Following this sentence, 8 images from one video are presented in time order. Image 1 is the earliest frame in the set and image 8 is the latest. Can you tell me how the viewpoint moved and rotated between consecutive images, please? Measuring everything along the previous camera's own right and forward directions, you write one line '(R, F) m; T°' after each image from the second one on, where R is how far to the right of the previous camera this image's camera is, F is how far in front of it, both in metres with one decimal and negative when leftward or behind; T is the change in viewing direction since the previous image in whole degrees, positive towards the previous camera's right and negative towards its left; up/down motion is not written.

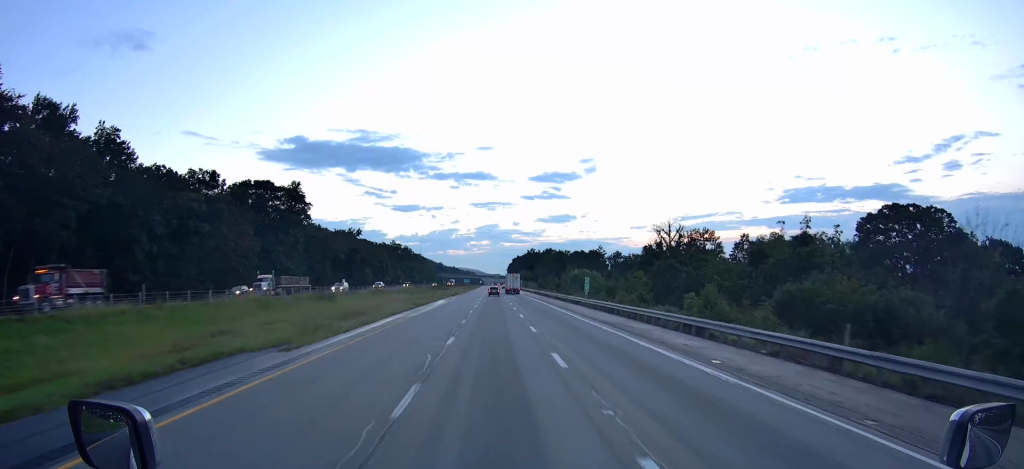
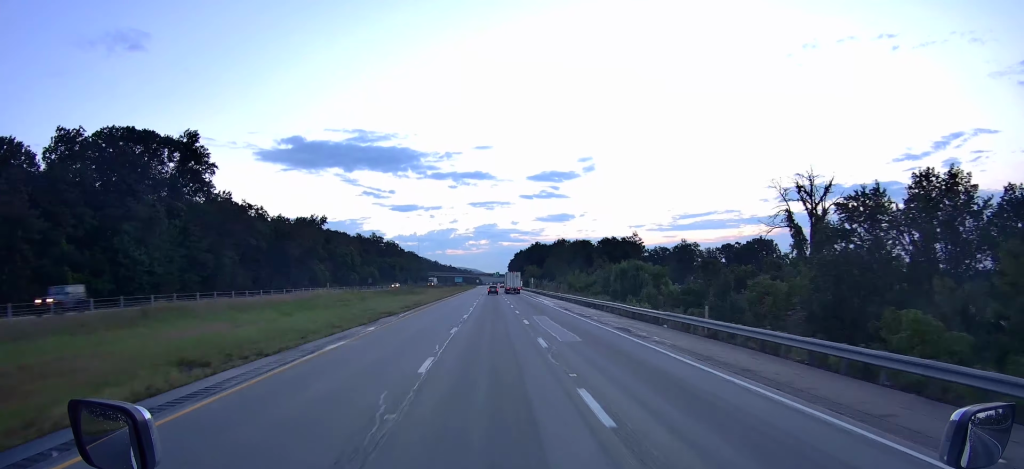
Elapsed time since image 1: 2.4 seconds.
(0.0, +68.7) m; 0°
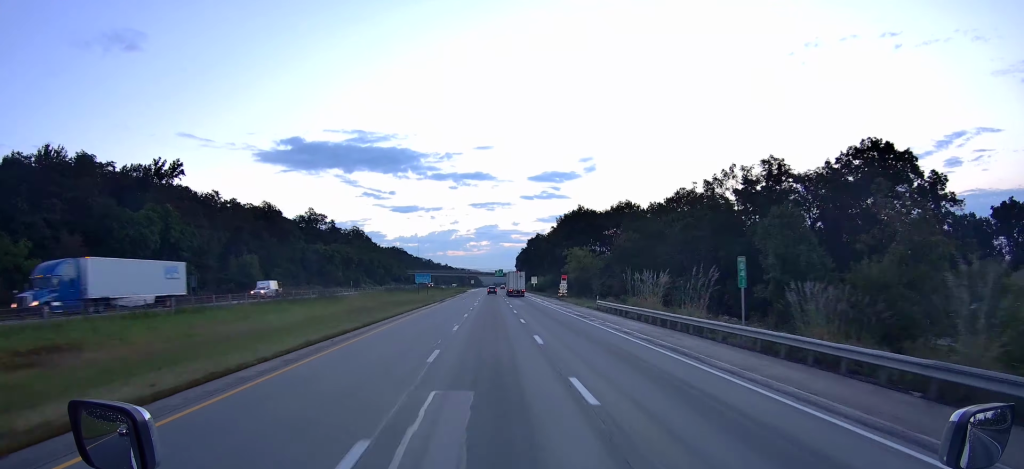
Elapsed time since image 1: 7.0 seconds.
(+0.2, +131.6) m; 0°
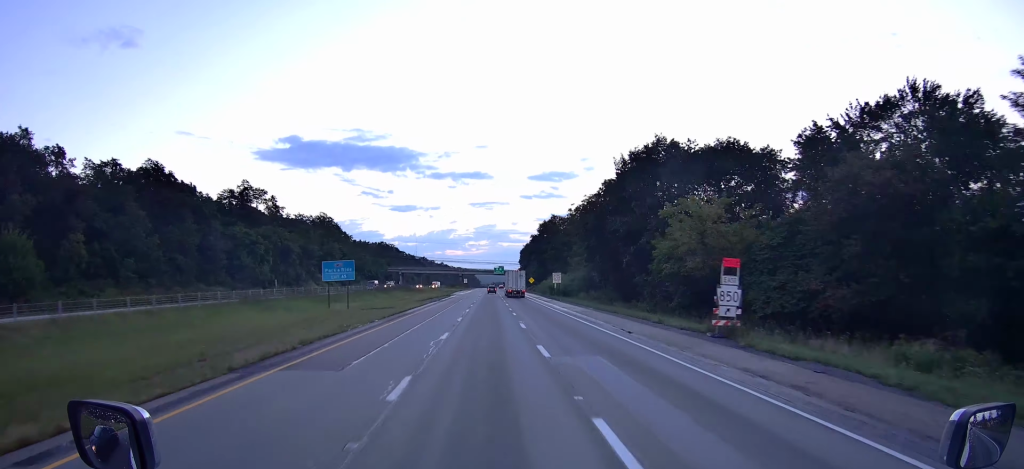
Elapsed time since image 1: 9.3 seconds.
(+0.2, +65.7) m; 0°
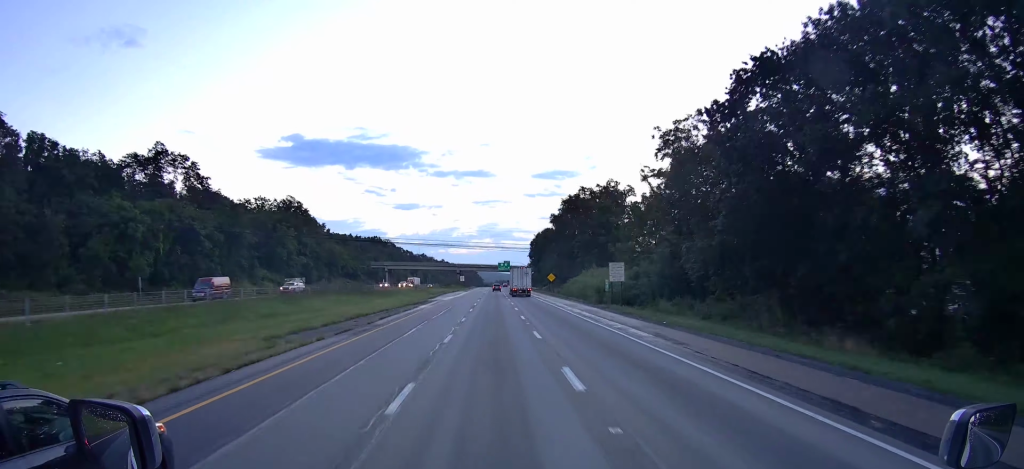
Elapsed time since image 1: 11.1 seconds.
(0.0, +51.4) m; 0°
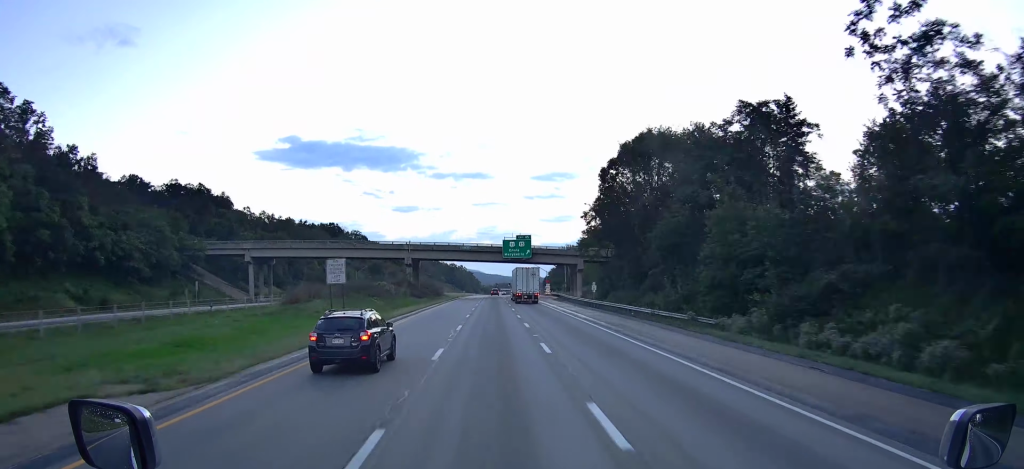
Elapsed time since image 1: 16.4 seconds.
(-1.0, +151.6) m; 0°
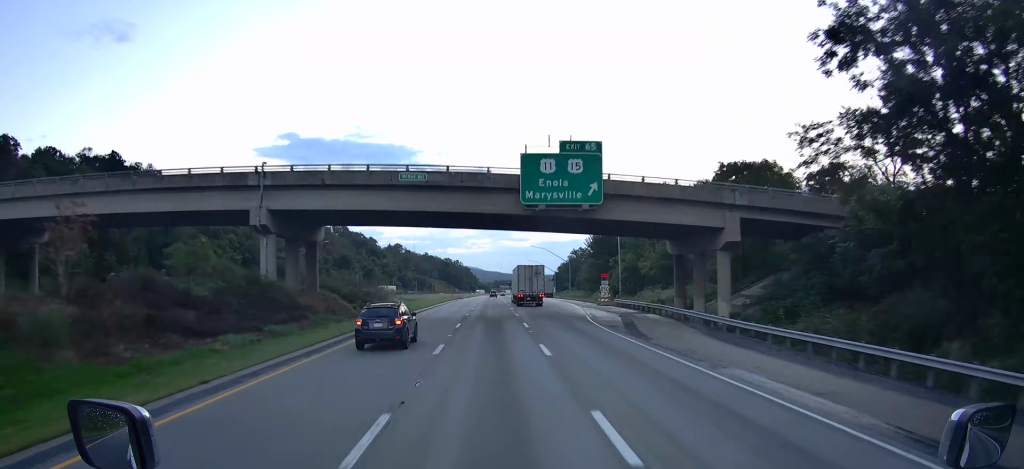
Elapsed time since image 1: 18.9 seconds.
(+0.4, +71.7) m; 0°
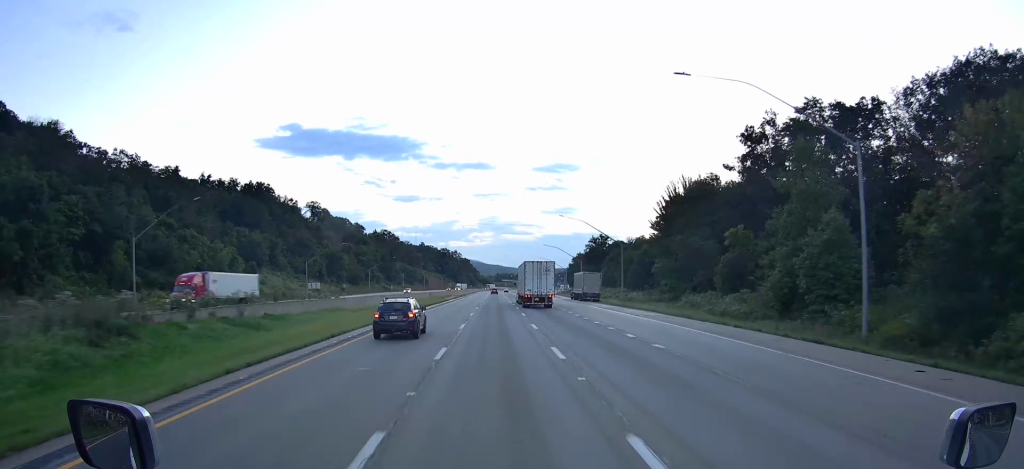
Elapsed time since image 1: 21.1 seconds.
(-0.2, +63.2) m; 0°
